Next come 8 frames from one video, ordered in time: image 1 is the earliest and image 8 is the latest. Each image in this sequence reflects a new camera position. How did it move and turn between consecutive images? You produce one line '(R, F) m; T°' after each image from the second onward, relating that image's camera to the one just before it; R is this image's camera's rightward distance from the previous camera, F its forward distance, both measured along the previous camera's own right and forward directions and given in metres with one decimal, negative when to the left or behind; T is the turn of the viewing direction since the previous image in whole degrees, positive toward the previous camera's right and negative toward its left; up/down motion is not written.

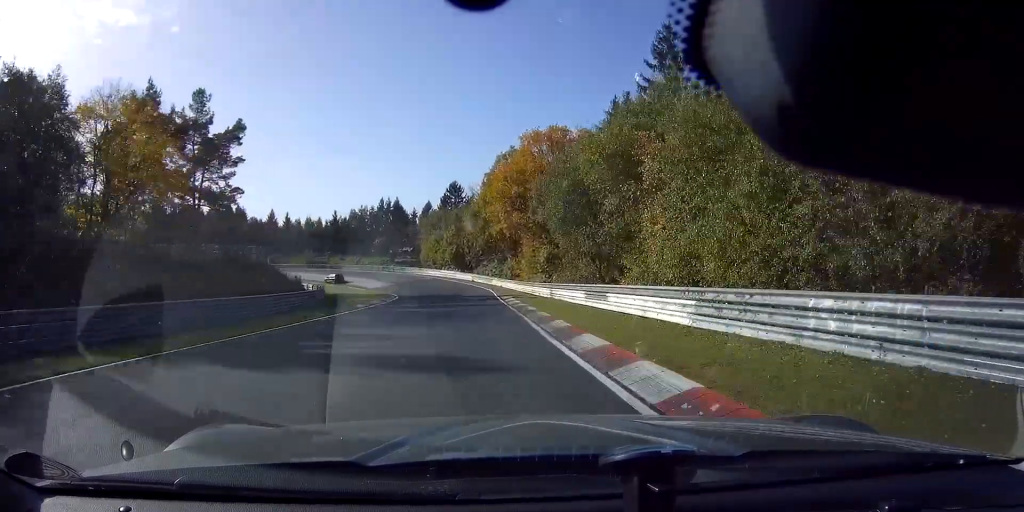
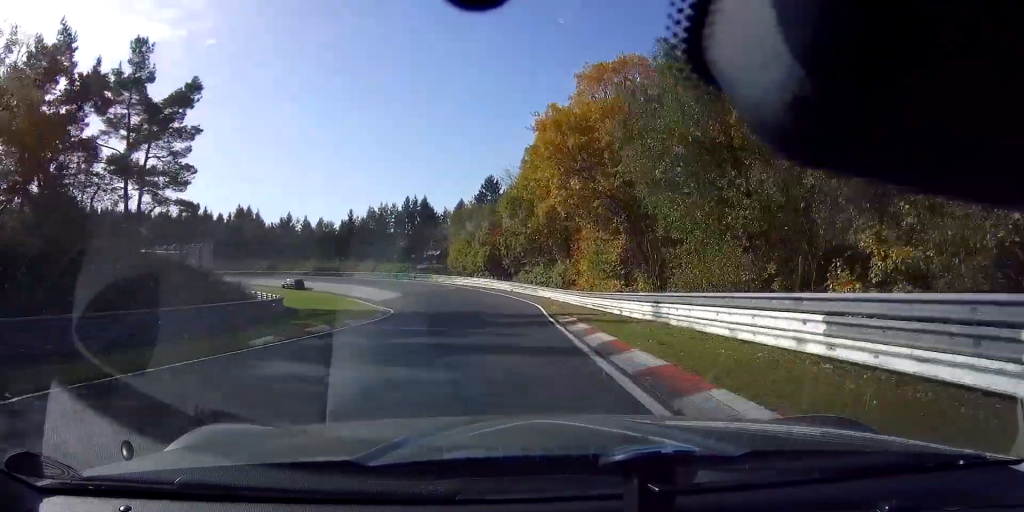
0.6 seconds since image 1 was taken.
(-0.8, +16.5) m; -5°
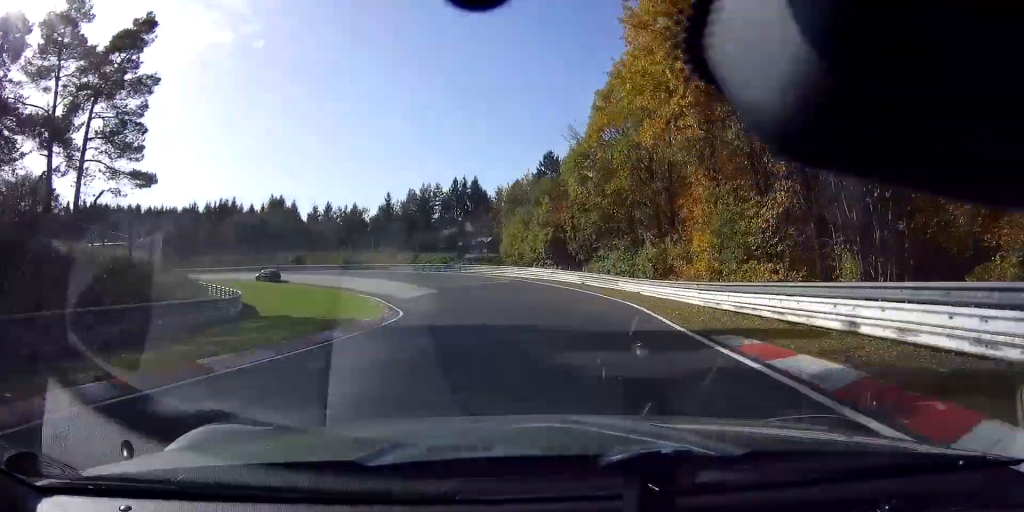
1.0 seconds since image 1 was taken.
(+0.4, +13.5) m; -5°
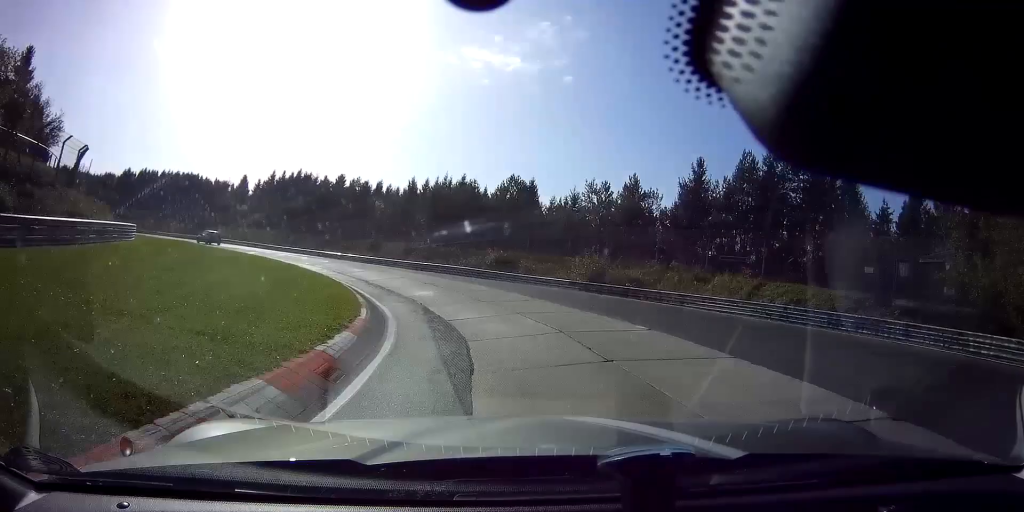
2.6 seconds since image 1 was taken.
(-11.0, +39.3) m; -35°
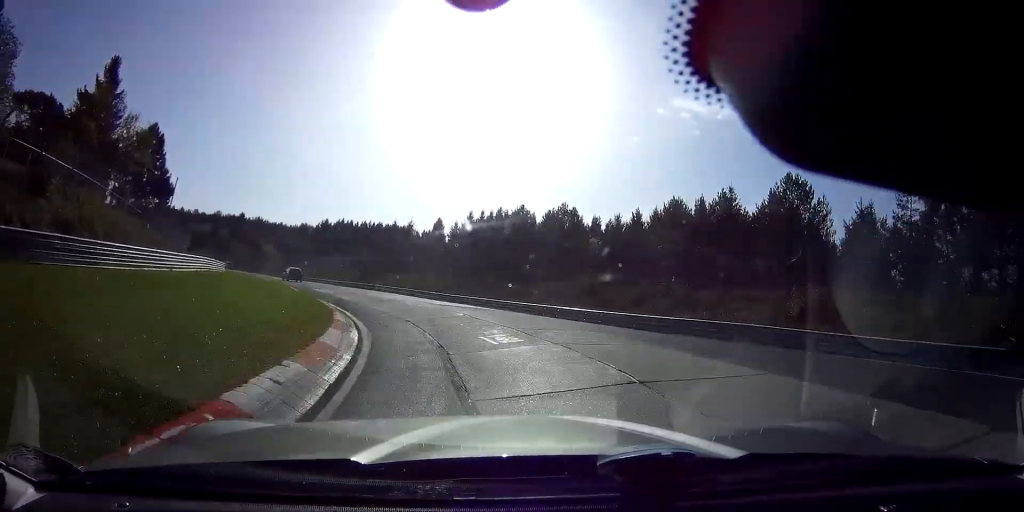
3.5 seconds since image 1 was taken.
(-3.7, +18.7) m; -21°
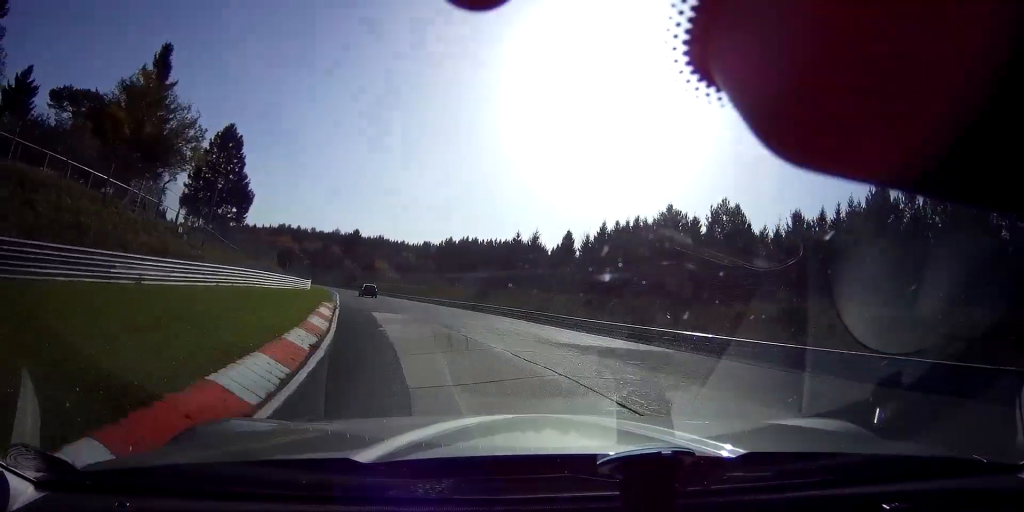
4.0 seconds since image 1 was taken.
(-1.3, +12.0) m; -12°
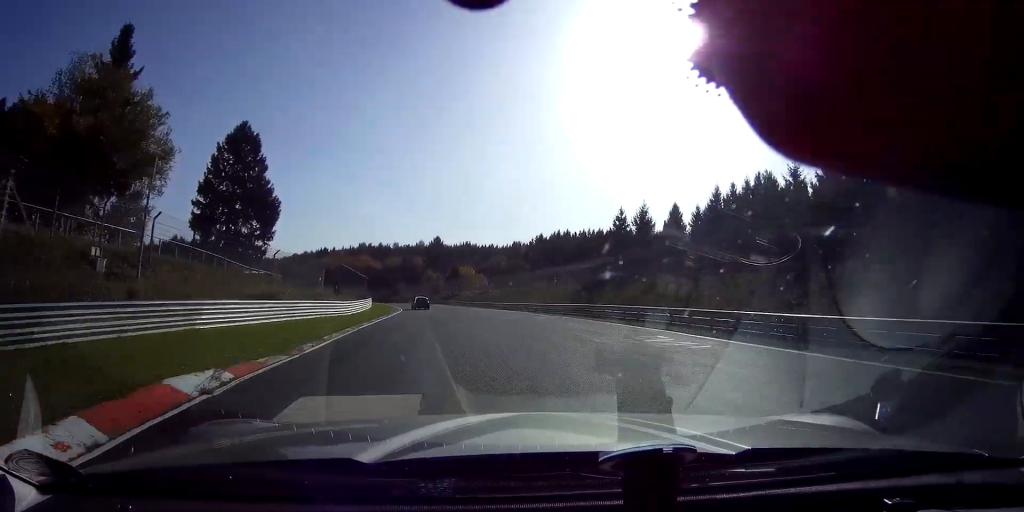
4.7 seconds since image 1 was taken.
(-2.0, +15.2) m; -10°
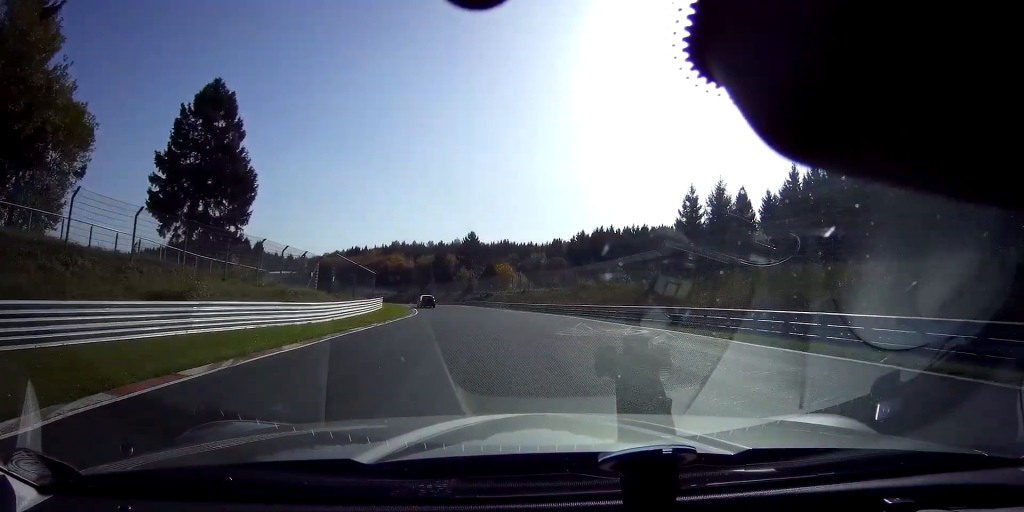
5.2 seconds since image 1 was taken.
(-0.5, +12.7) m; -7°
